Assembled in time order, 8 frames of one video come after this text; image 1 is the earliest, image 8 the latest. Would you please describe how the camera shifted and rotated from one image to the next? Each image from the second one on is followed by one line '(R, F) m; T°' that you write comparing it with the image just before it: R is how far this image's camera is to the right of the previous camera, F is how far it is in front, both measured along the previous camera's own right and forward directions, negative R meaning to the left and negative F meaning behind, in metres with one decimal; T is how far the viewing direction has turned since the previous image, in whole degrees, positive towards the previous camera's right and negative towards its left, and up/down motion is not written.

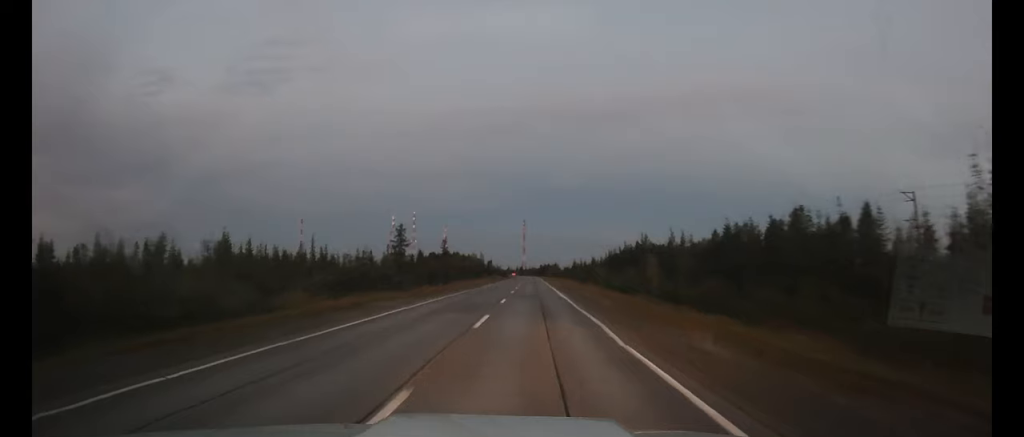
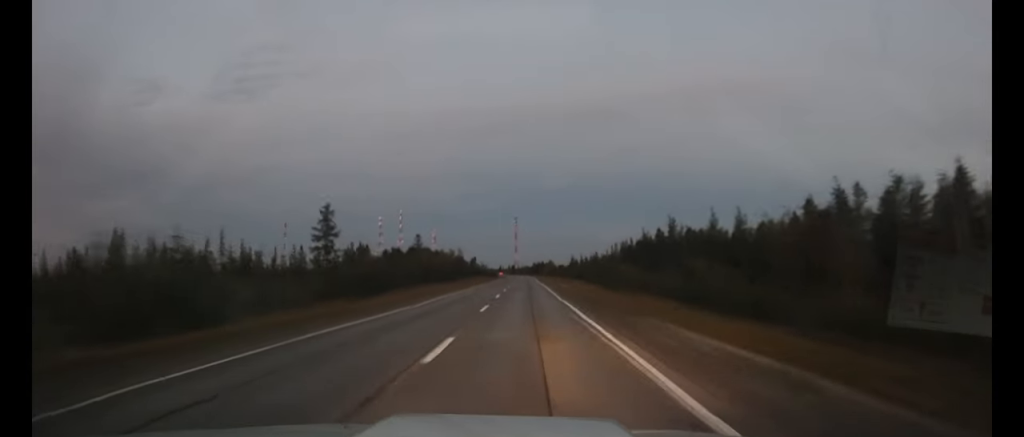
(-0.1, +30.6) m; 0°
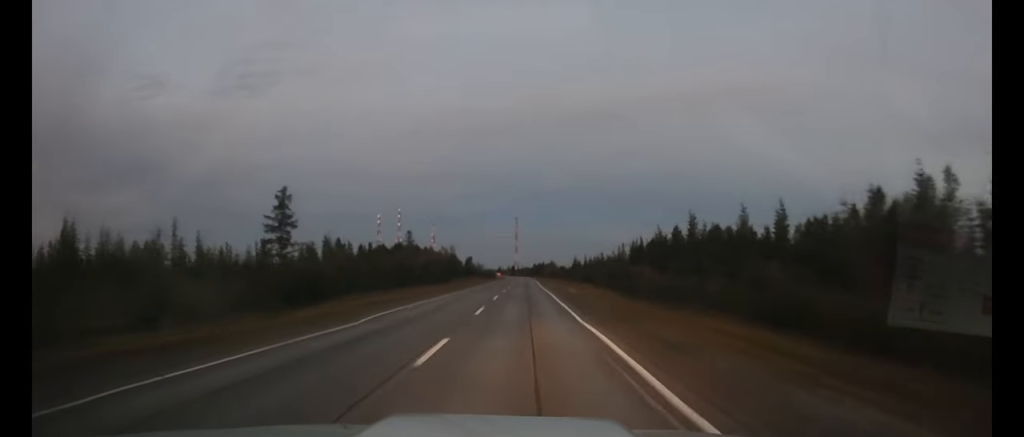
(0.0, +11.7) m; 0°
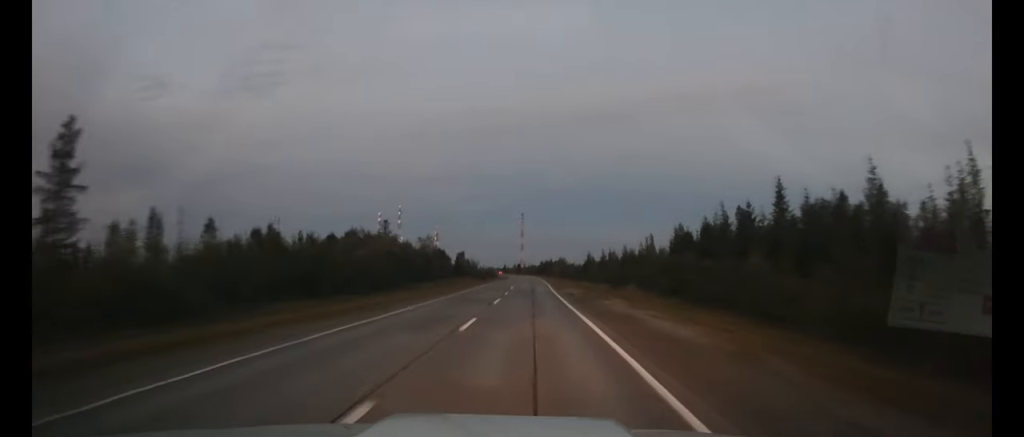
(0.0, +28.5) m; 0°
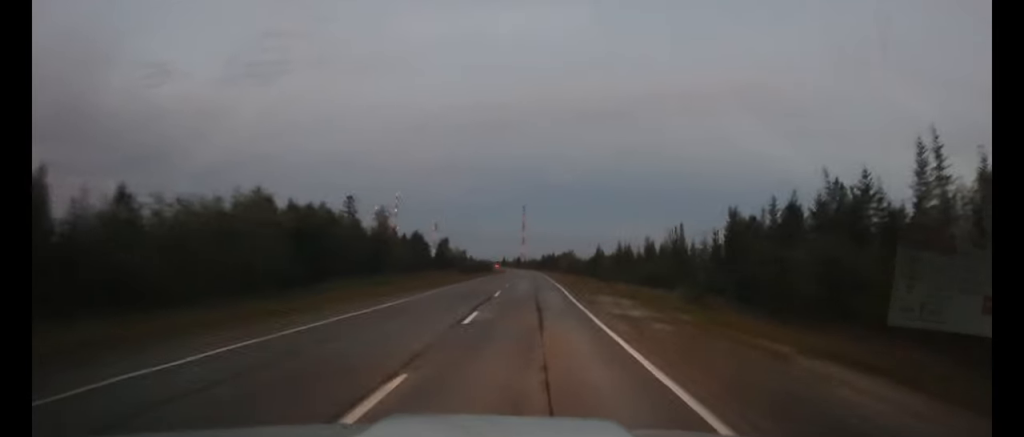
(-0.1, +23.8) m; 0°
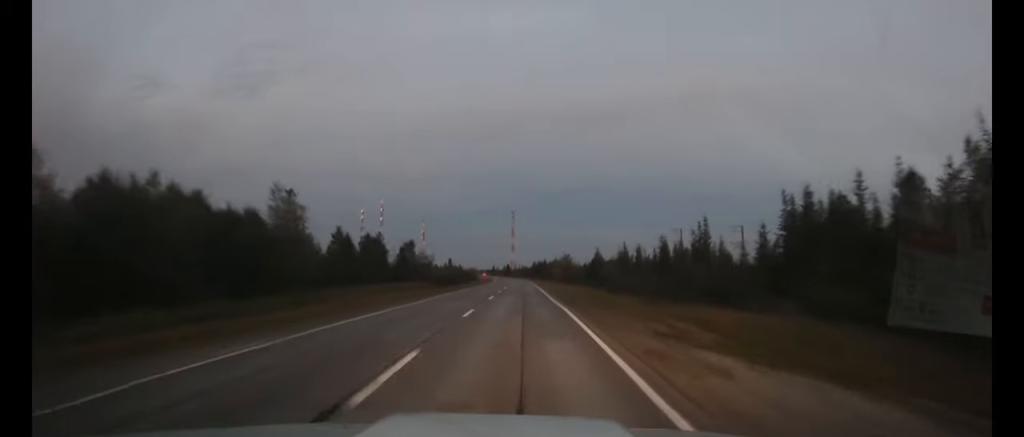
(0.0, +19.8) m; 0°
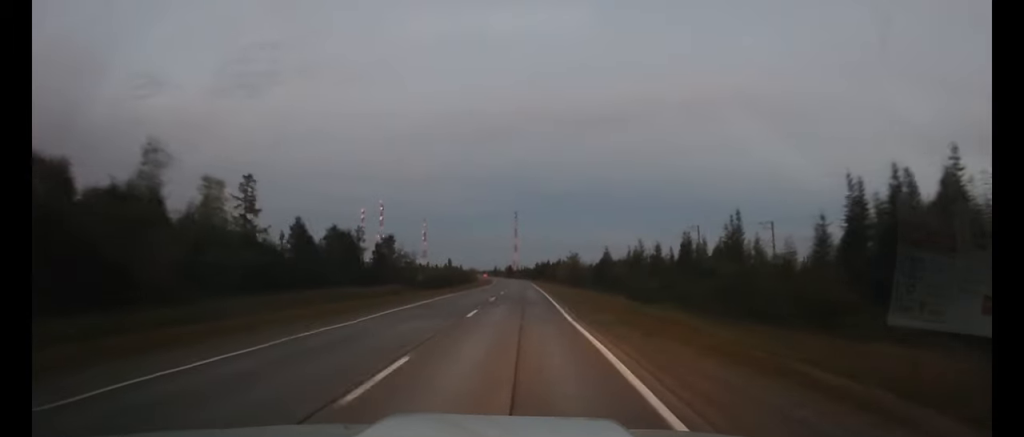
(0.0, +12.2) m; 0°
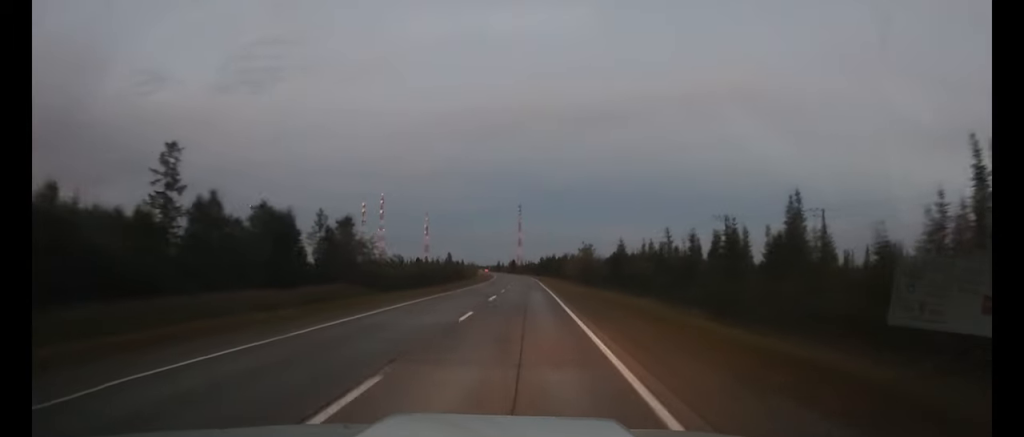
(0.0, +15.5) m; 0°
